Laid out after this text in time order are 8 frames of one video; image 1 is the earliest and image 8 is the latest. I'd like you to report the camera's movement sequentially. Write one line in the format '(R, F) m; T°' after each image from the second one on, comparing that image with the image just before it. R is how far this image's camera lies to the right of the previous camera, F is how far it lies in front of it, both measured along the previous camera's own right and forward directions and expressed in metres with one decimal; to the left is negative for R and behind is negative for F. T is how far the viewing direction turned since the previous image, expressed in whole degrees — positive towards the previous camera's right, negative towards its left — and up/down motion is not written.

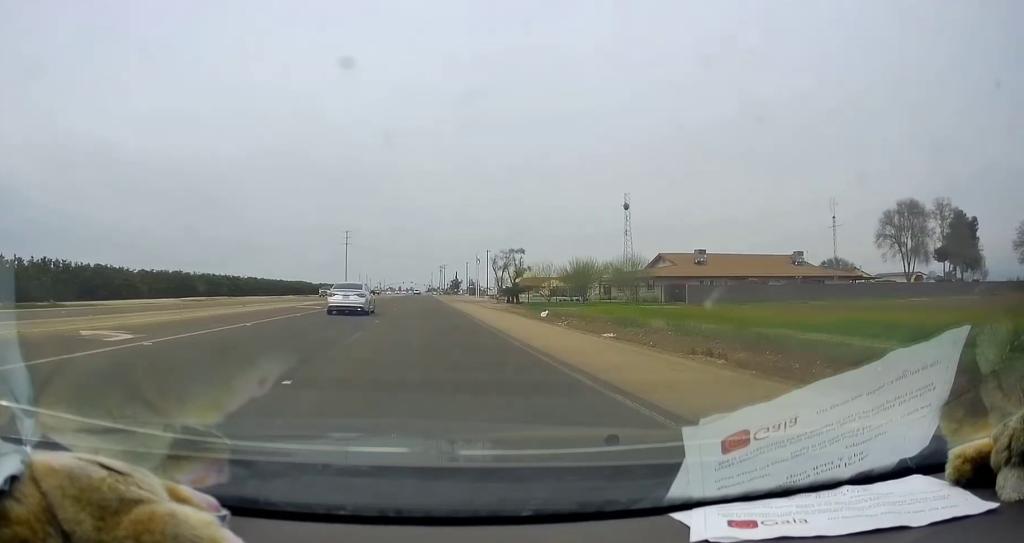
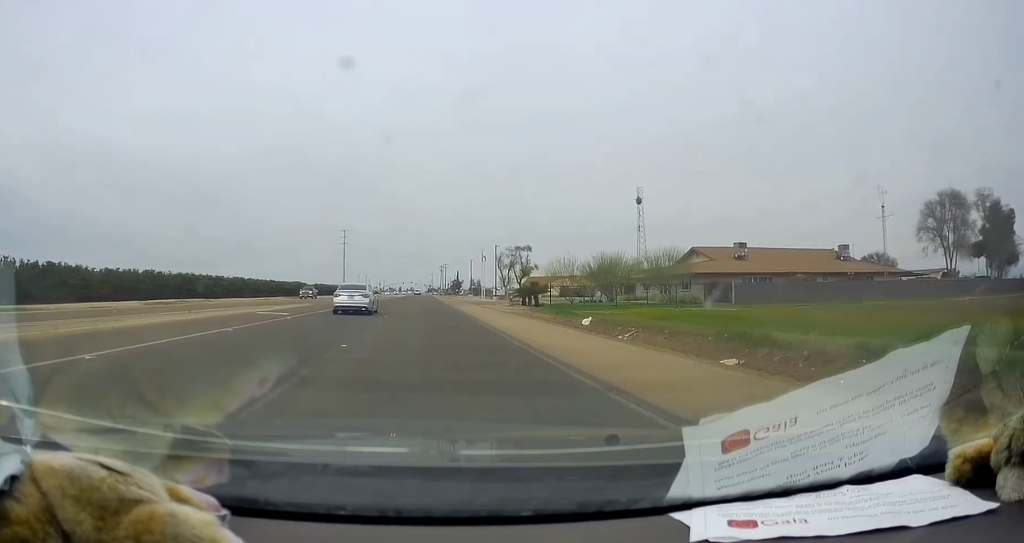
(-0.1, +9.7) m; -1°
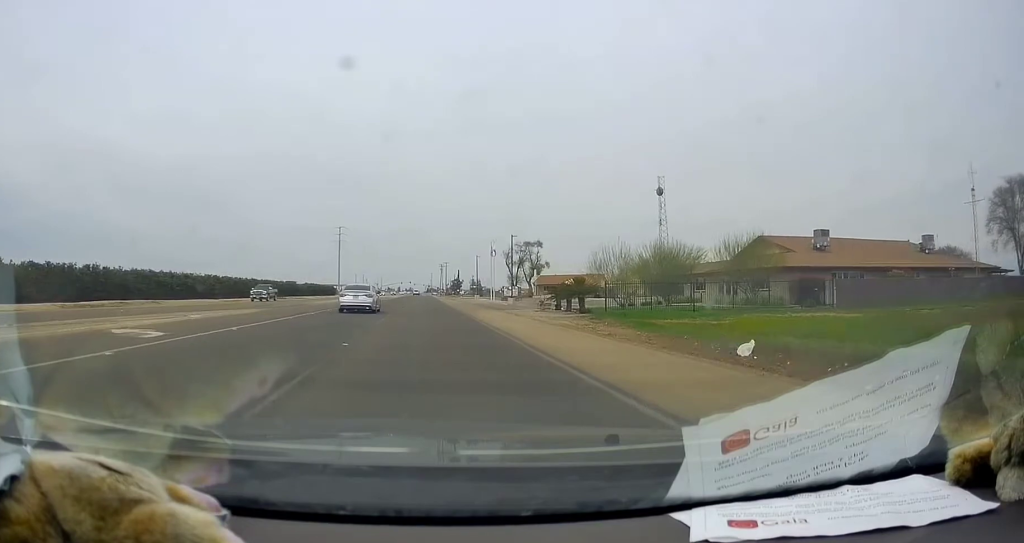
(-0.4, +14.9) m; -2°
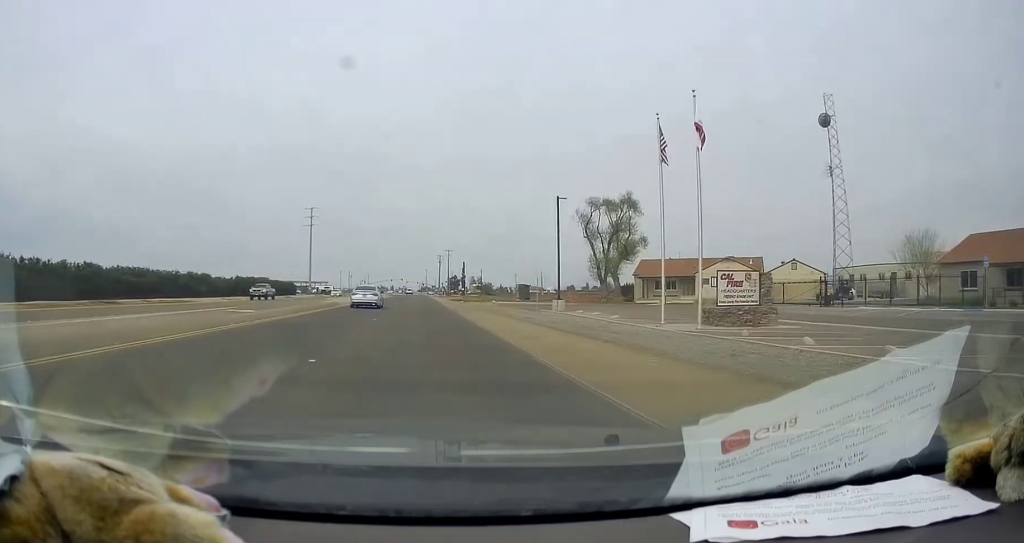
(-0.2, +62.9) m; 0°
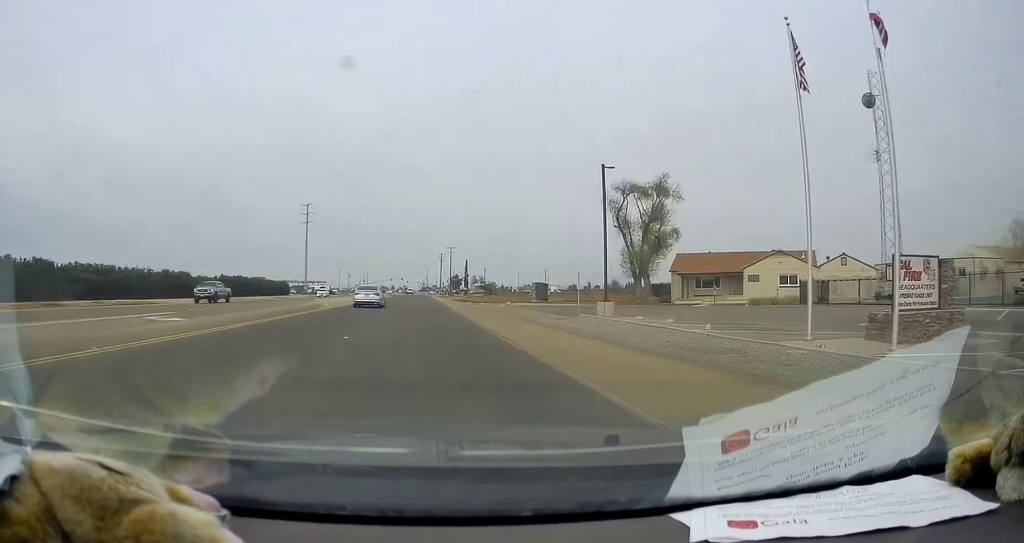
(0.0, +9.6) m; 0°
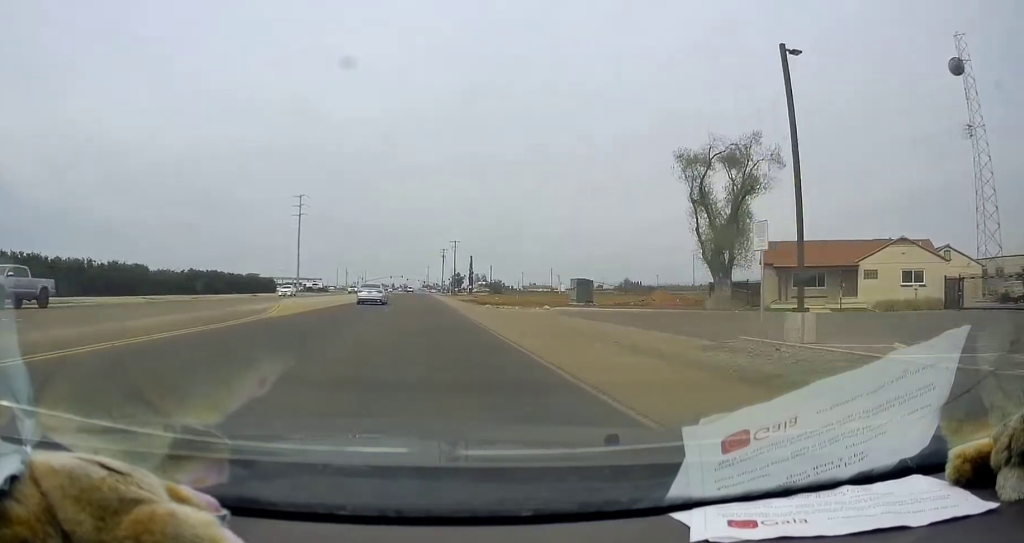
(-0.1, +15.5) m; +2°
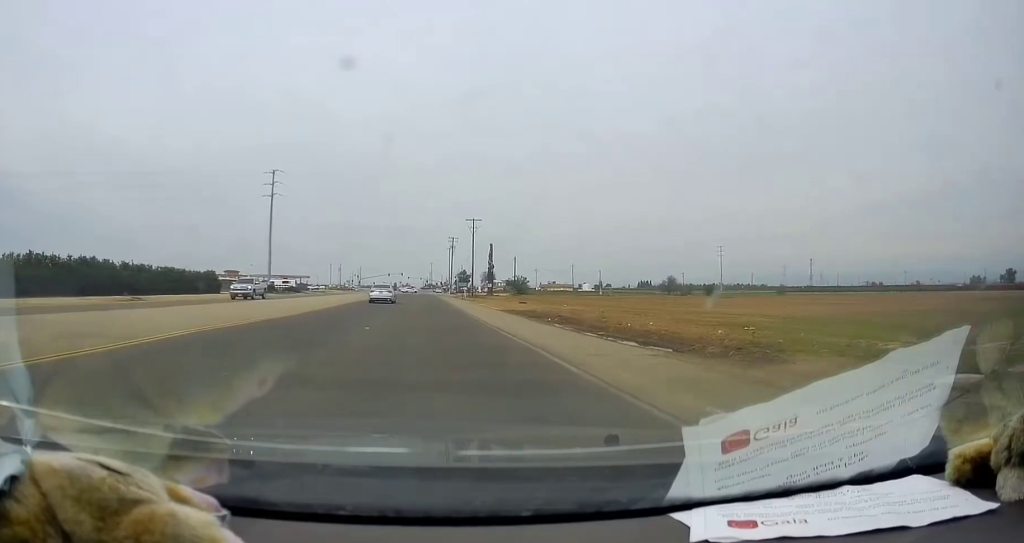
(+0.3, +42.1) m; -2°
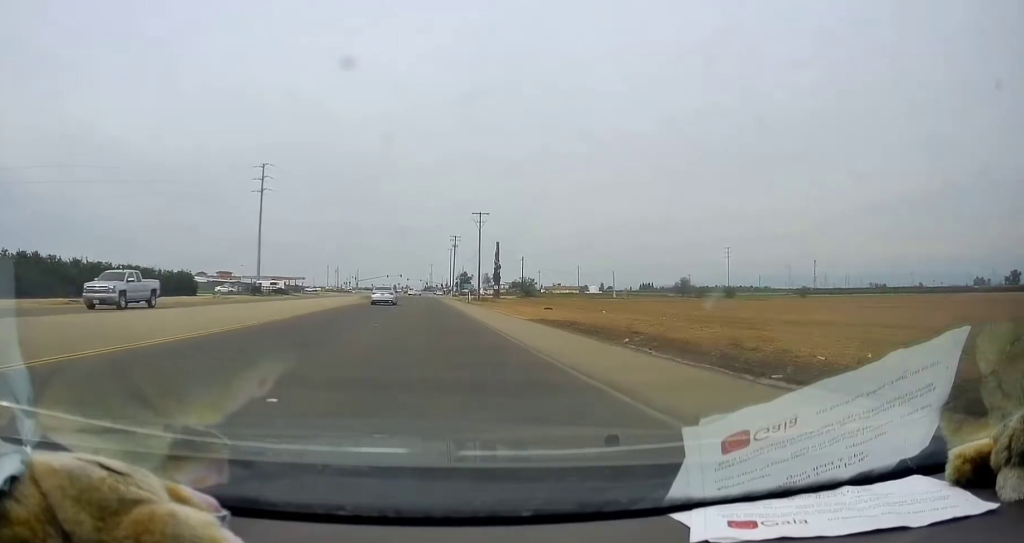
(-0.1, +11.5) m; 0°
